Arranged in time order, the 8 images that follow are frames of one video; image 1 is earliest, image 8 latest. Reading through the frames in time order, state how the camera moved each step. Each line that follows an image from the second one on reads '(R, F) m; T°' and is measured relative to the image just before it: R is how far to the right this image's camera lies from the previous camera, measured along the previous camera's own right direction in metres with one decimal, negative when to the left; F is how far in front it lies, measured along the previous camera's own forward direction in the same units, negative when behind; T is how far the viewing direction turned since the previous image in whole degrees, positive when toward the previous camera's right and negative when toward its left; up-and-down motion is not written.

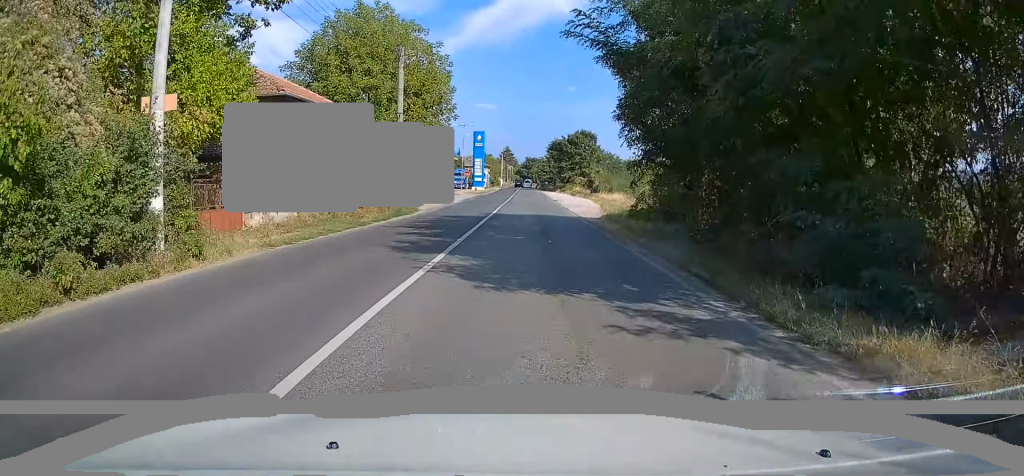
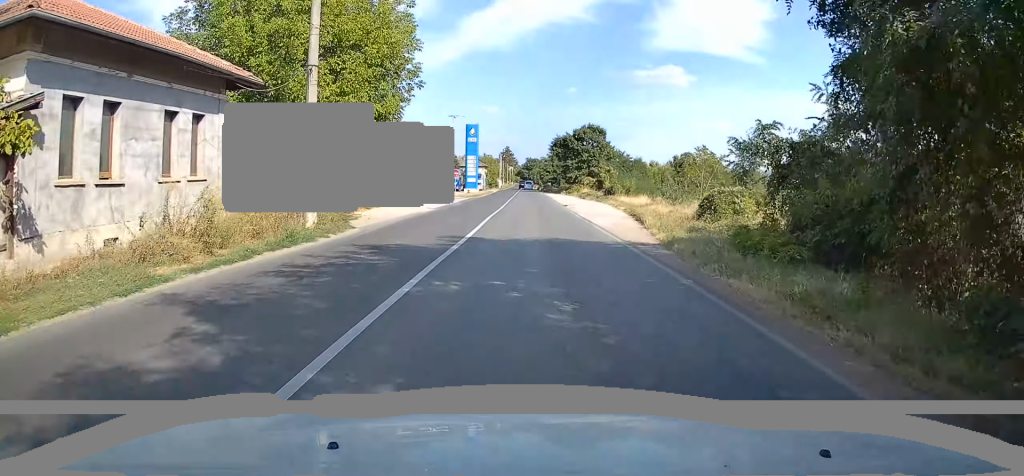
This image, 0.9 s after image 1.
(0.0, +12.8) m; 0°
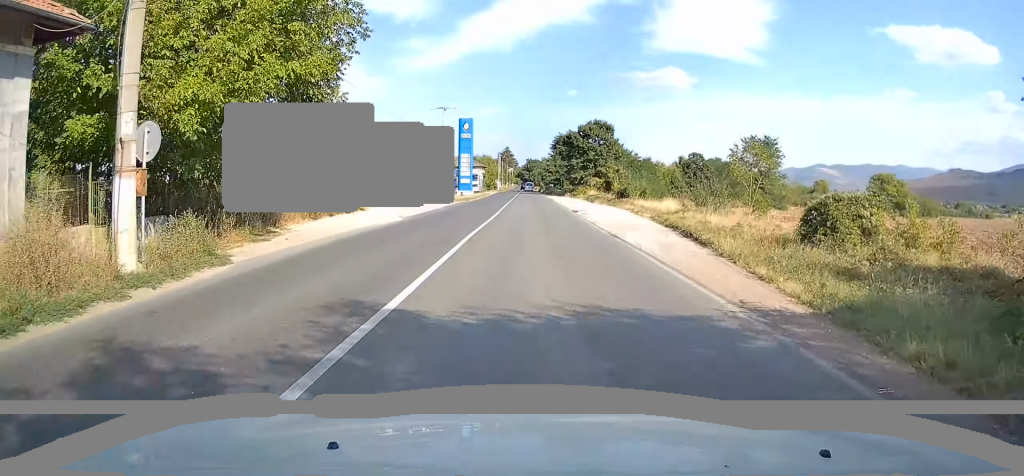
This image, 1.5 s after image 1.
(0.0, +8.9) m; 0°
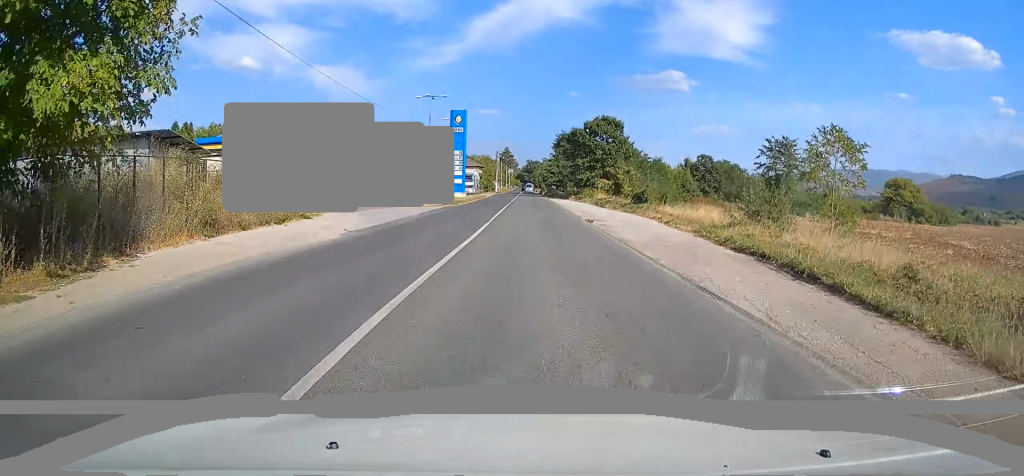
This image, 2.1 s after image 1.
(0.0, +8.8) m; 0°
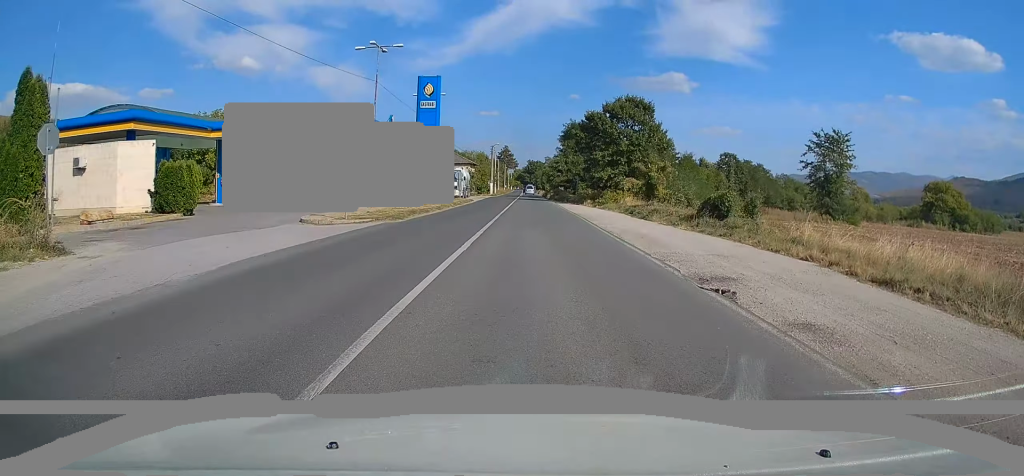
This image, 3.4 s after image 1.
(0.0, +19.8) m; +2°
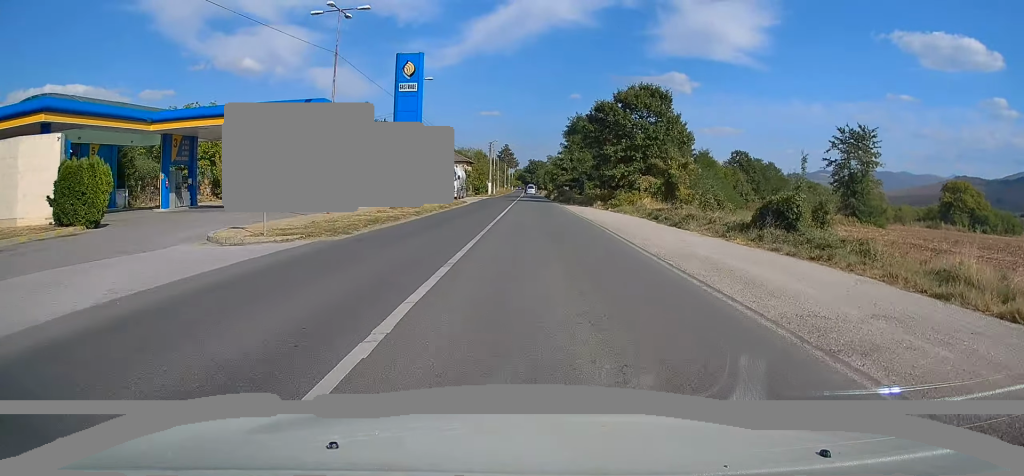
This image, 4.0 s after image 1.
(+0.2, +7.7) m; -1°
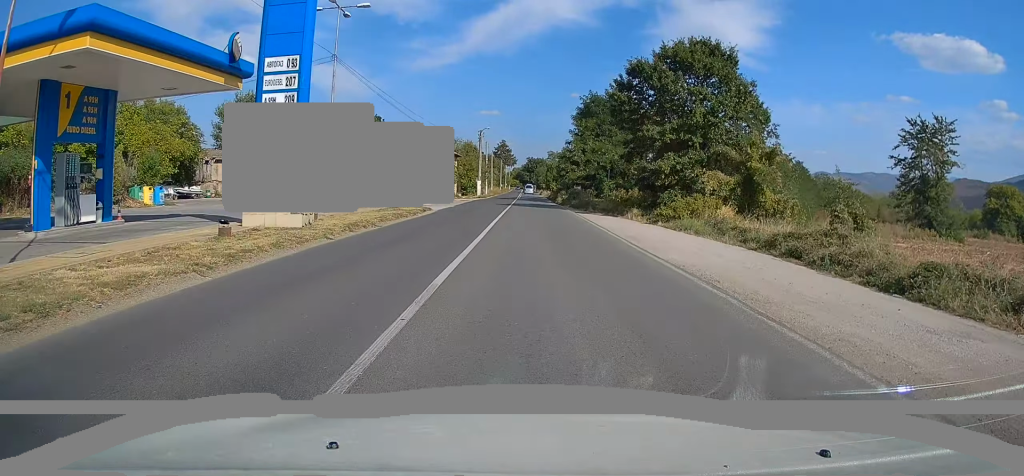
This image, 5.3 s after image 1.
(-0.5, +18.6) m; -1°
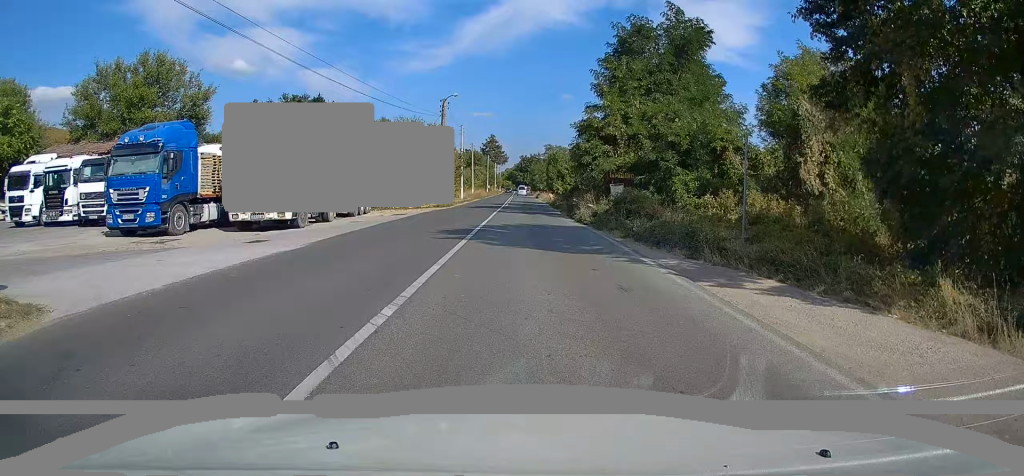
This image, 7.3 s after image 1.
(+0.1, +28.5) m; -1°
